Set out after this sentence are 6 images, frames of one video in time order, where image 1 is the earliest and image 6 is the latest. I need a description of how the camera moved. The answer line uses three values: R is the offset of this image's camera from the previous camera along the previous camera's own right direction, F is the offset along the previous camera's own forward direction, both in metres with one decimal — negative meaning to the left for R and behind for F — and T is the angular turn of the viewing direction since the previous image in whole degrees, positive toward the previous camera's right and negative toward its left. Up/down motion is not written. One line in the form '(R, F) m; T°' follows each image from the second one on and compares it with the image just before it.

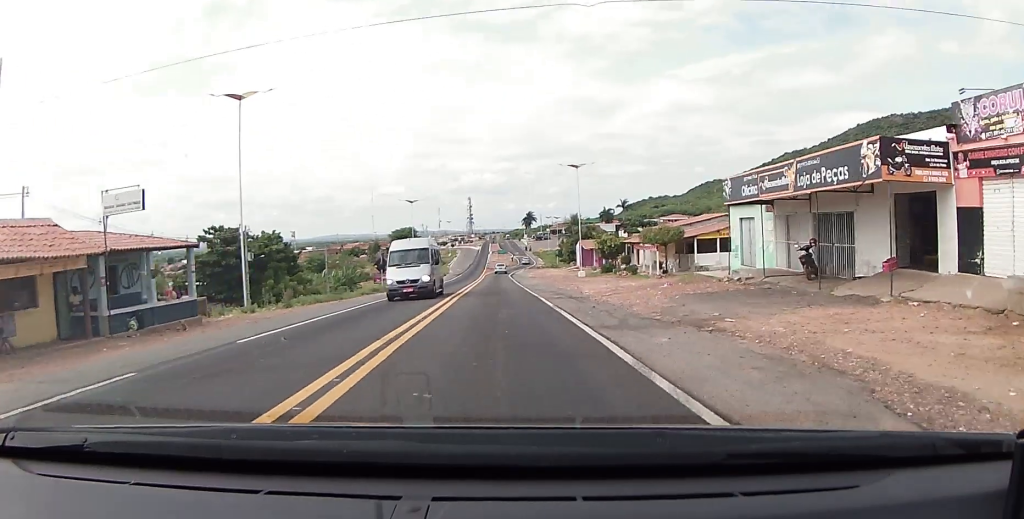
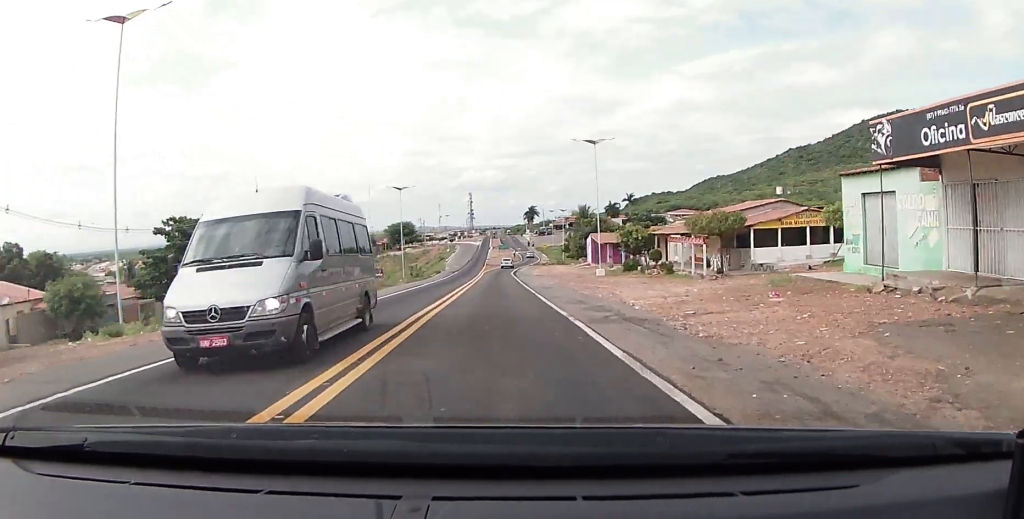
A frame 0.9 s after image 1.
(-0.4, +11.0) m; +3°
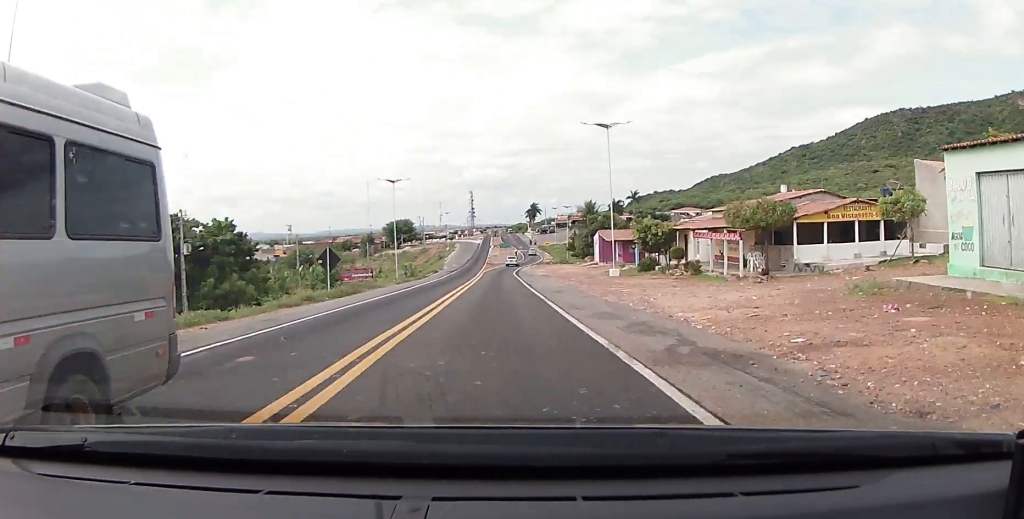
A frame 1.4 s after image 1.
(+0.1, +5.7) m; +1°
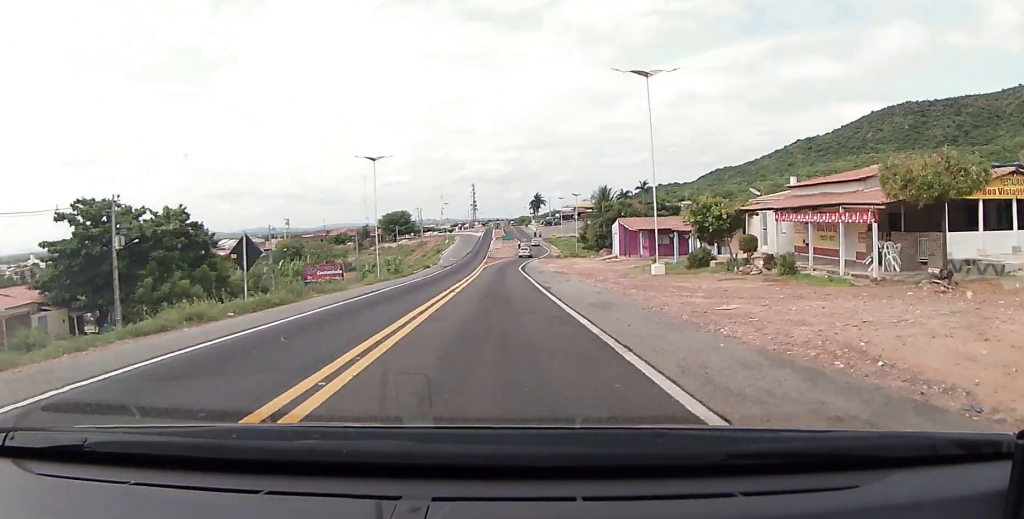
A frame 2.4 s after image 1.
(+0.7, +12.3) m; 0°
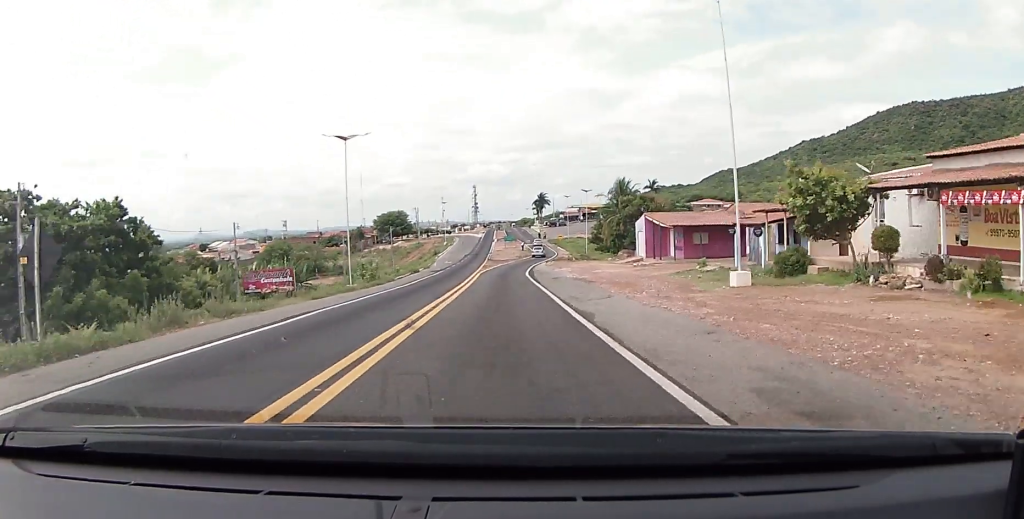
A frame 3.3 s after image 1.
(-0.6, +11.8) m; -4°
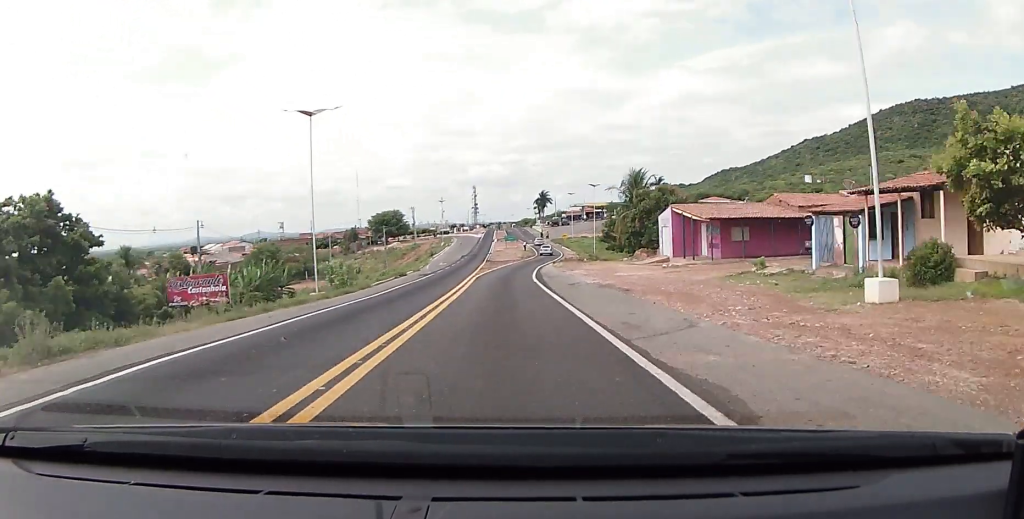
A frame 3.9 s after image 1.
(-0.2, +9.0) m; -1°
